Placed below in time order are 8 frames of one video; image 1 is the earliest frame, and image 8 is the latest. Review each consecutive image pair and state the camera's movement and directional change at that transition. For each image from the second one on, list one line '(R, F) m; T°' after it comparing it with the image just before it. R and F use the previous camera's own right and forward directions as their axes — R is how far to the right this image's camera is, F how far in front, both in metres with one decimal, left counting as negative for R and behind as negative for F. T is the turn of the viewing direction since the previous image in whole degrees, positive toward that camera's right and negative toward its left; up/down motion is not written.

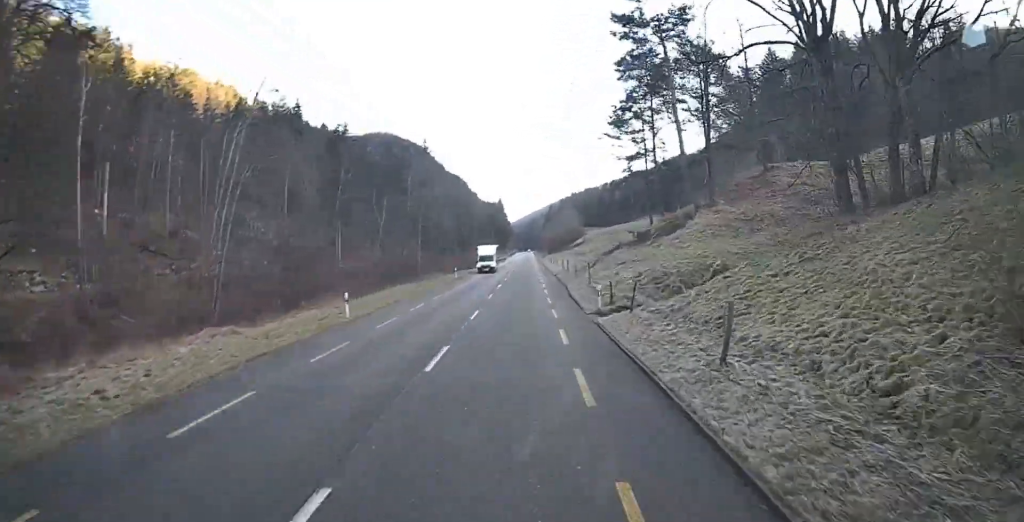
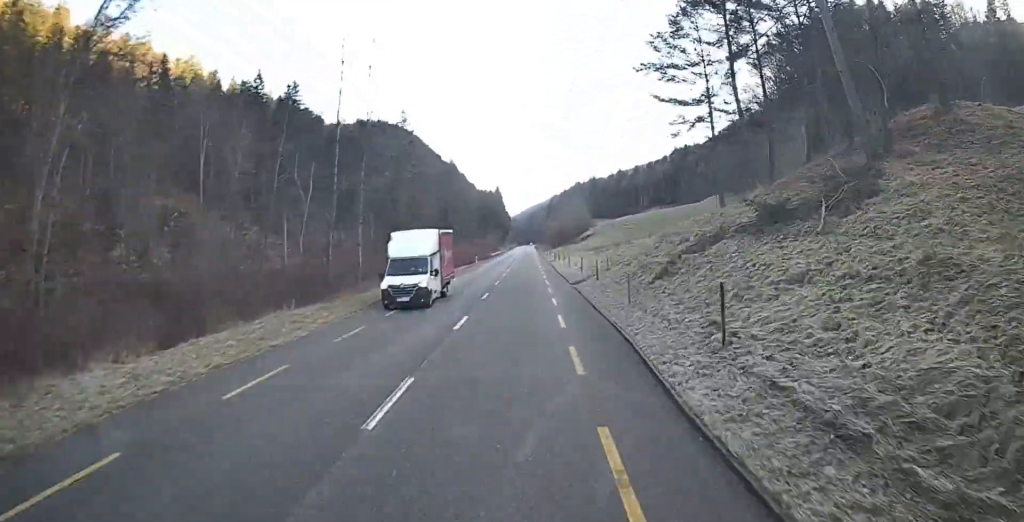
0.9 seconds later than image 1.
(+0.3, +22.1) m; +1°
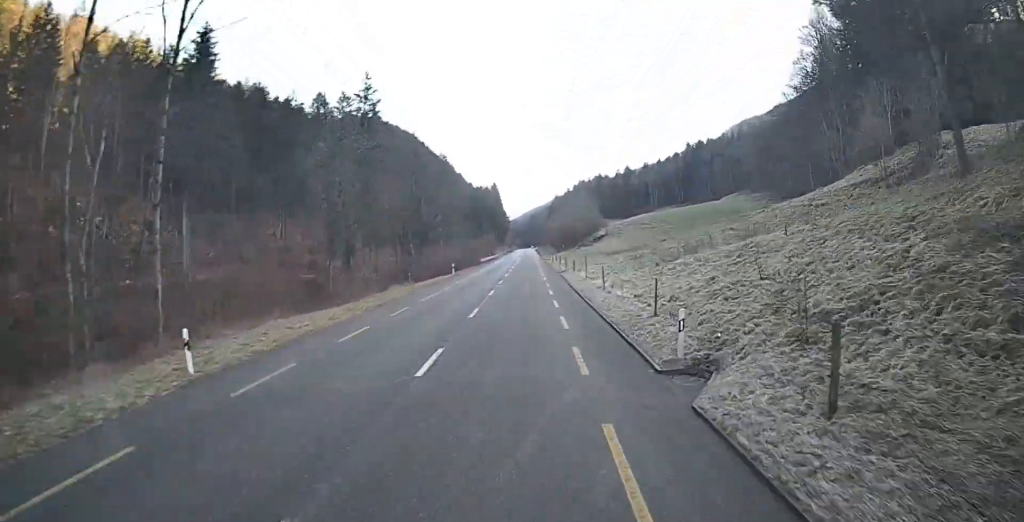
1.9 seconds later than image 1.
(0.0, +23.8) m; -1°
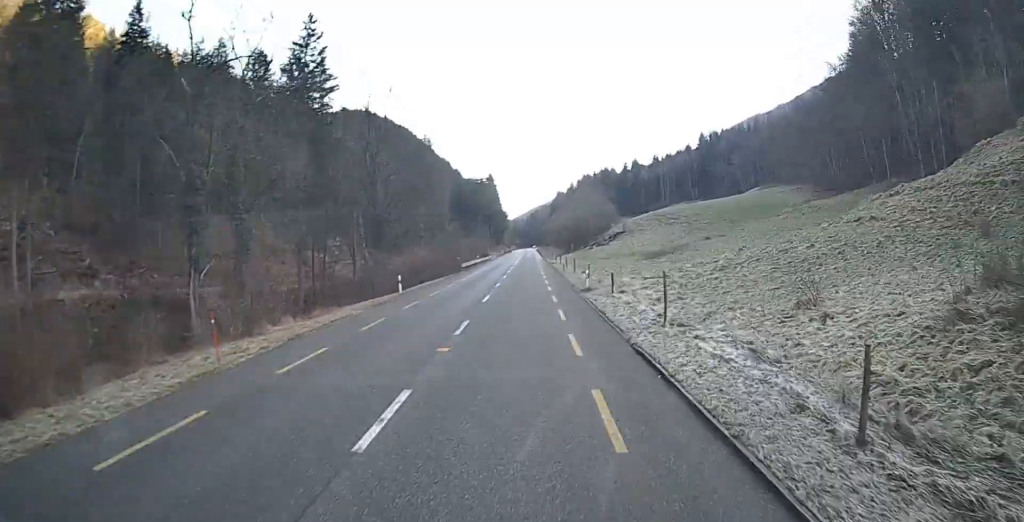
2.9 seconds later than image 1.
(-0.4, +22.1) m; -1°
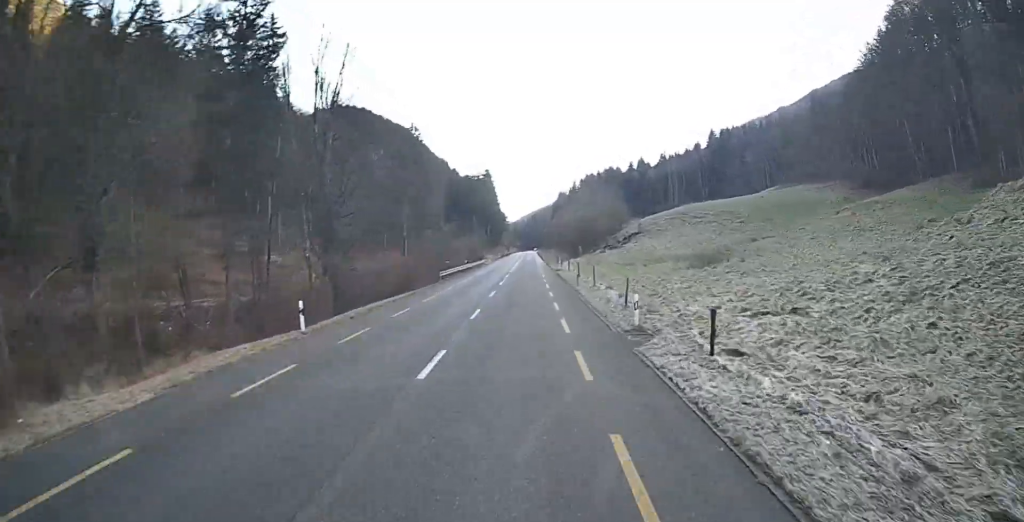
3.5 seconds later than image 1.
(0.0, +14.1) m; 0°
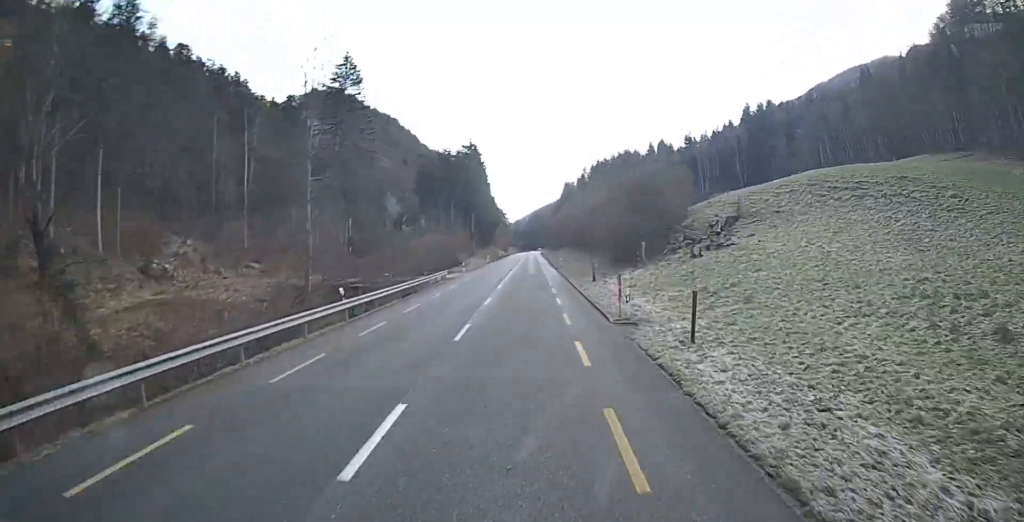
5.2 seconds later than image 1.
(+0.3, +40.6) m; +1°
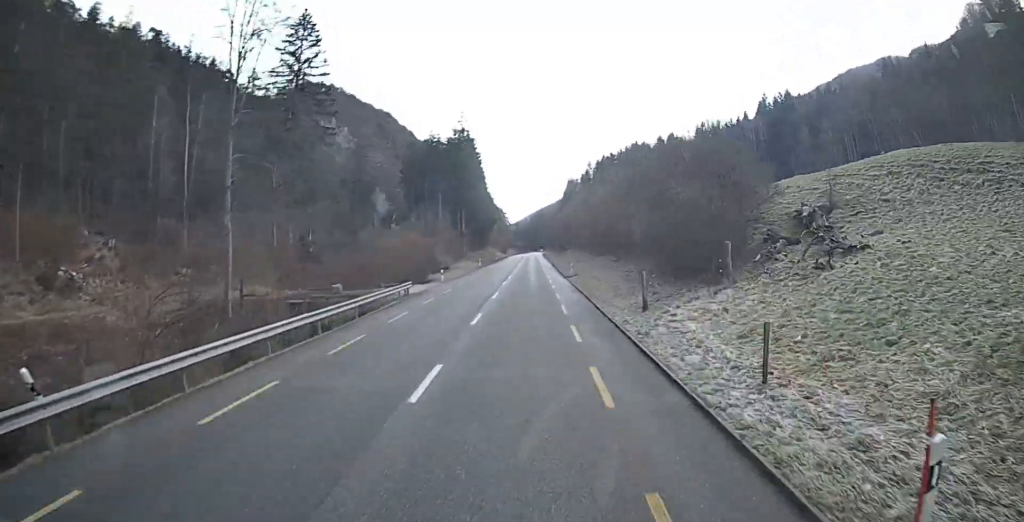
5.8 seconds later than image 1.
(+0.3, +14.8) m; 0°
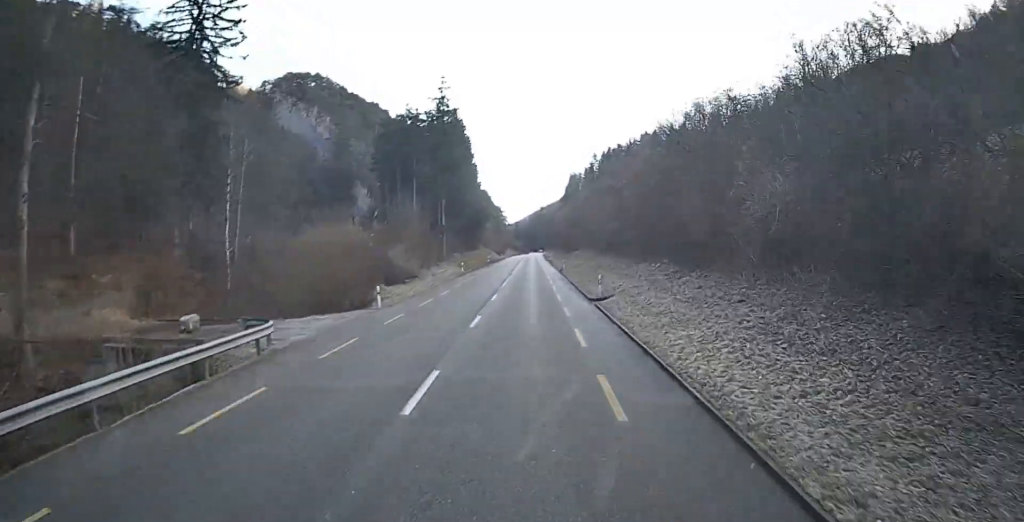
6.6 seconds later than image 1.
(-0.4, +18.6) m; -1°
